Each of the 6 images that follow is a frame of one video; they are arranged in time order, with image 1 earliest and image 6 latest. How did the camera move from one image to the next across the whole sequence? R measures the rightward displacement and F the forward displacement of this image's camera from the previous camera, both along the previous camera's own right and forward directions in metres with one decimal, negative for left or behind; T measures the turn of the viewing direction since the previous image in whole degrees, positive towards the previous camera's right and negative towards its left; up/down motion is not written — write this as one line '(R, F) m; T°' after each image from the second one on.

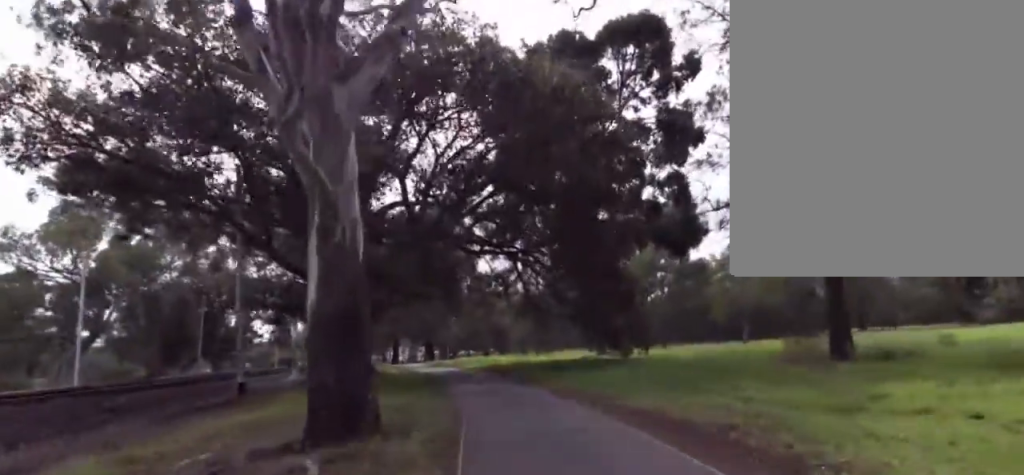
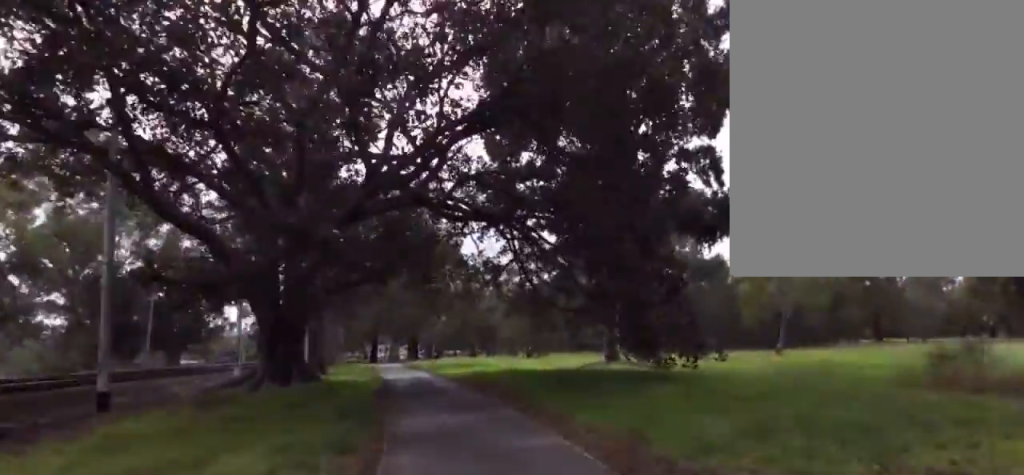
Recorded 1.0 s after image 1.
(0.0, +6.1) m; 0°
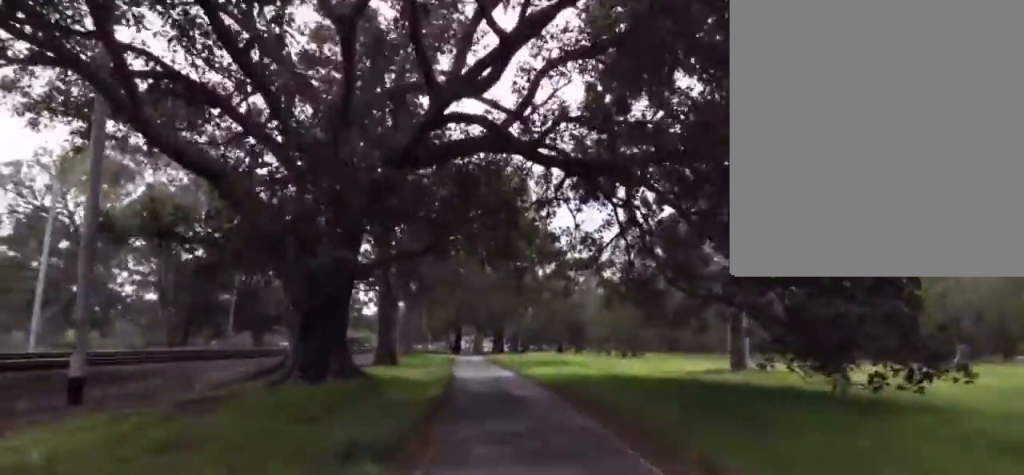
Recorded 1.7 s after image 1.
(0.0, +4.5) m; 0°
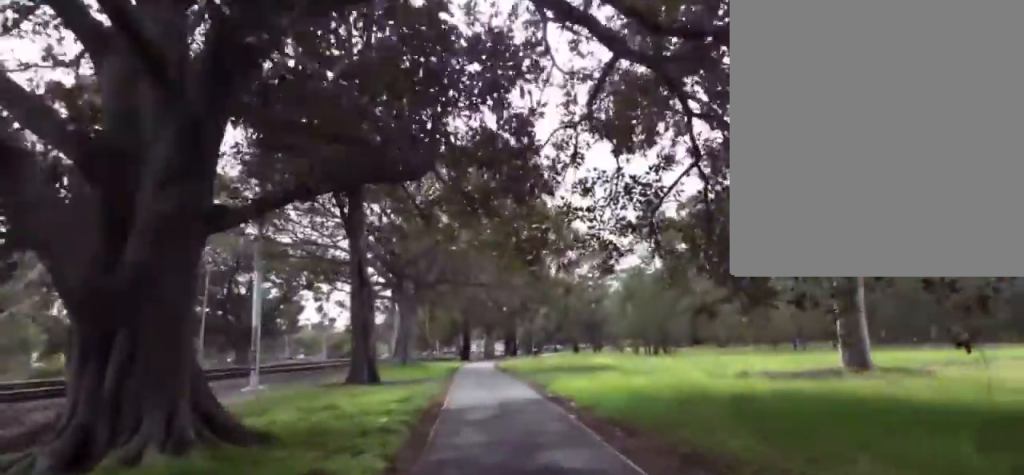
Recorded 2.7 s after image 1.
(0.0, +6.6) m; 0°
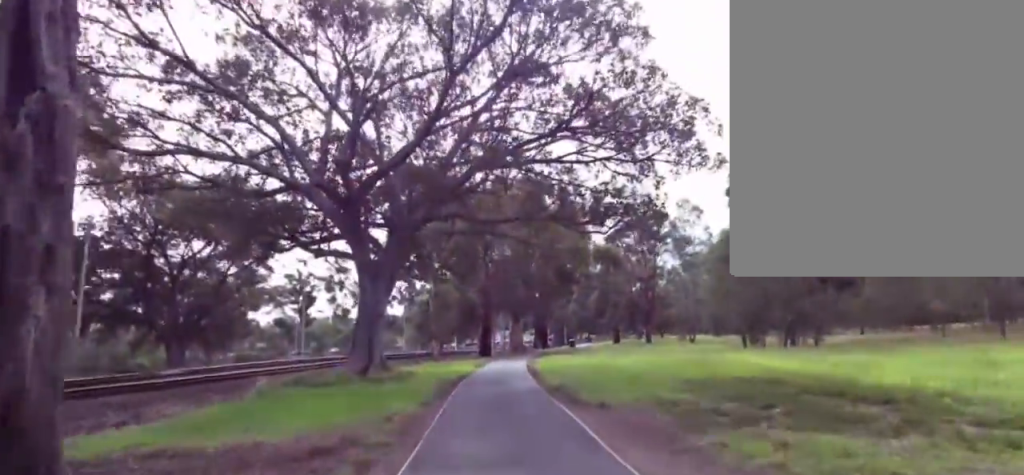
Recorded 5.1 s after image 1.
(-1.2, +16.7) m; -9°
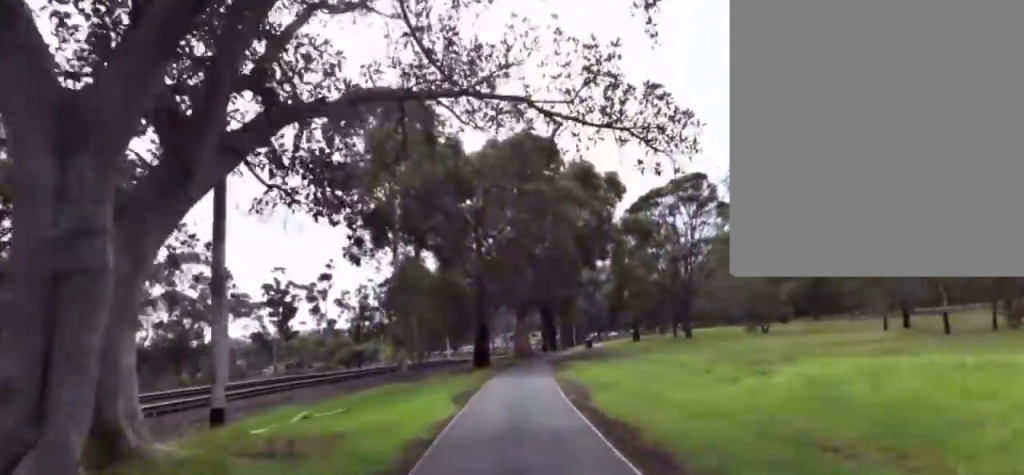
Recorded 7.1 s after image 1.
(+0.1, +15.1) m; 0°
